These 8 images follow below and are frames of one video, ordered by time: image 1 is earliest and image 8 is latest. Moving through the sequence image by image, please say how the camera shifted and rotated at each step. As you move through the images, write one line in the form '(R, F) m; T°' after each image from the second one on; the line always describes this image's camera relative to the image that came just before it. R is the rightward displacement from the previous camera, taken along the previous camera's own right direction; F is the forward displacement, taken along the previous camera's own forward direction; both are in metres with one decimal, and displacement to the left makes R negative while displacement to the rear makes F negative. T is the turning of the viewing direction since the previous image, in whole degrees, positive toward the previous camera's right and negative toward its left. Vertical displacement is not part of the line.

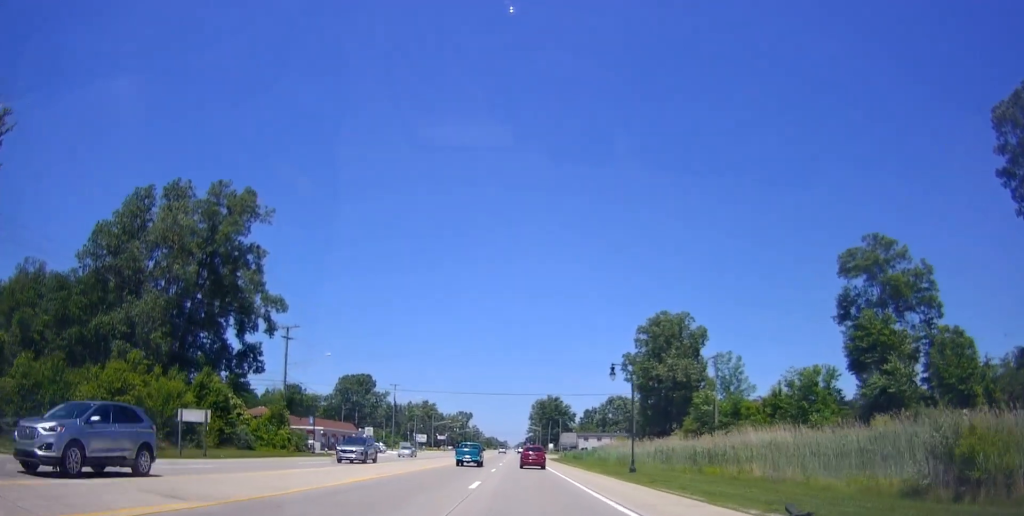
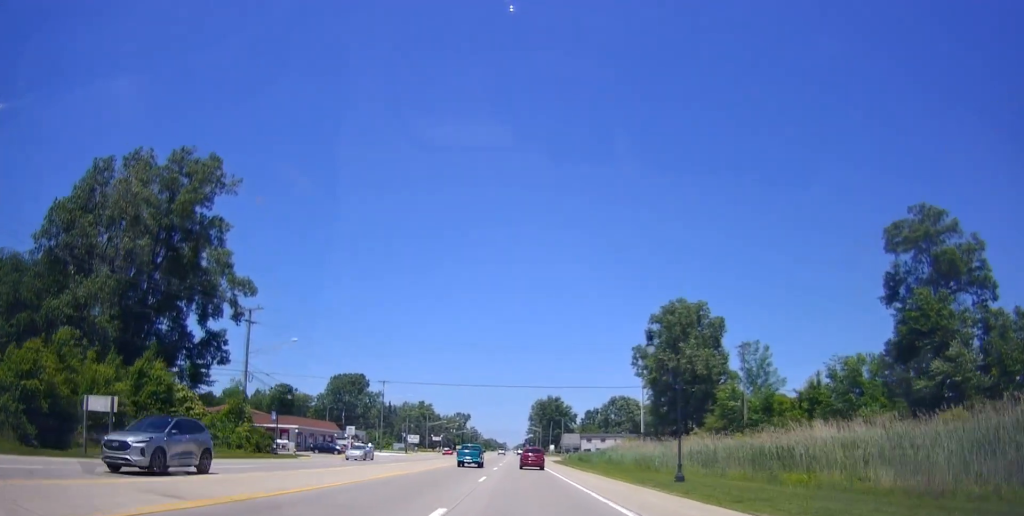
(0.0, +10.1) m; 0°
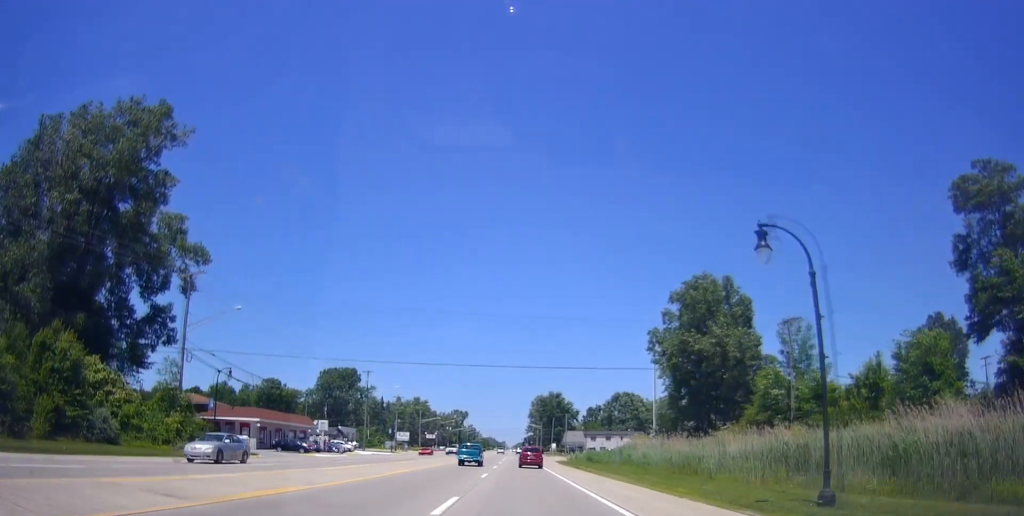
(0.0, +11.8) m; 0°
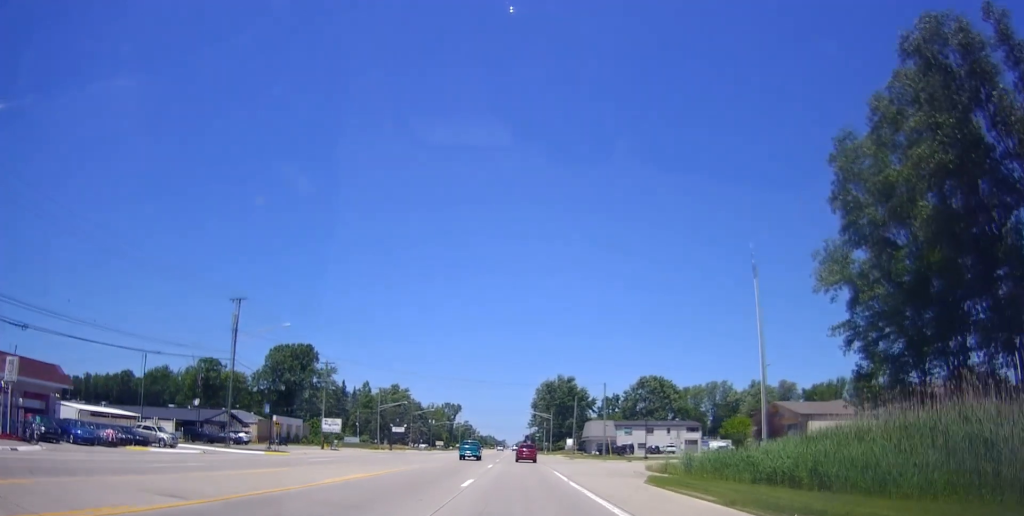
(0.0, +53.1) m; 0°
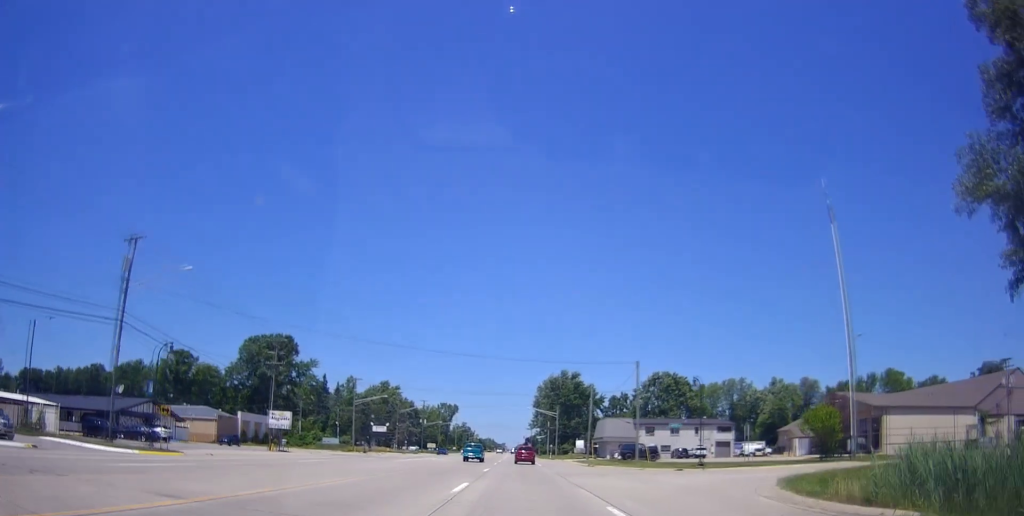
(0.0, +19.4) m; 0°
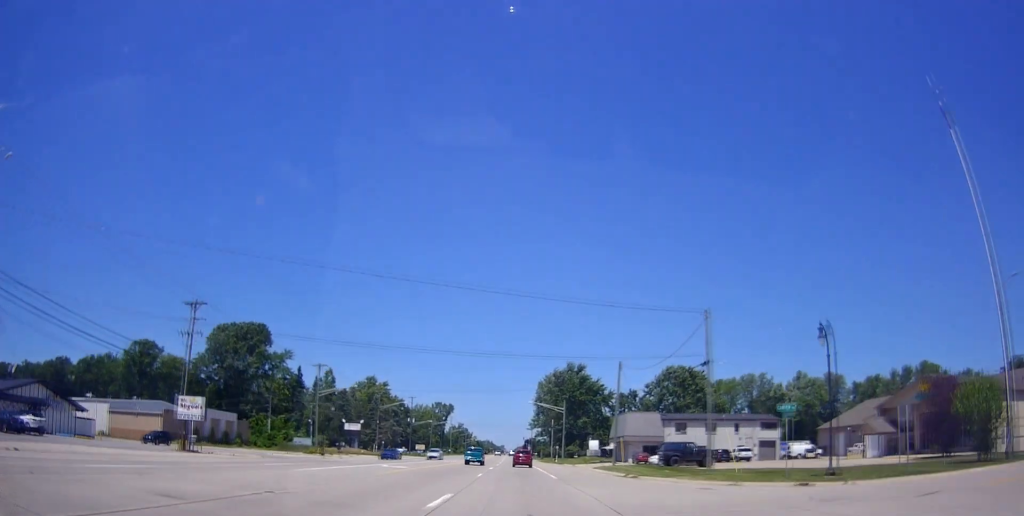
(0.0, +19.5) m; 0°
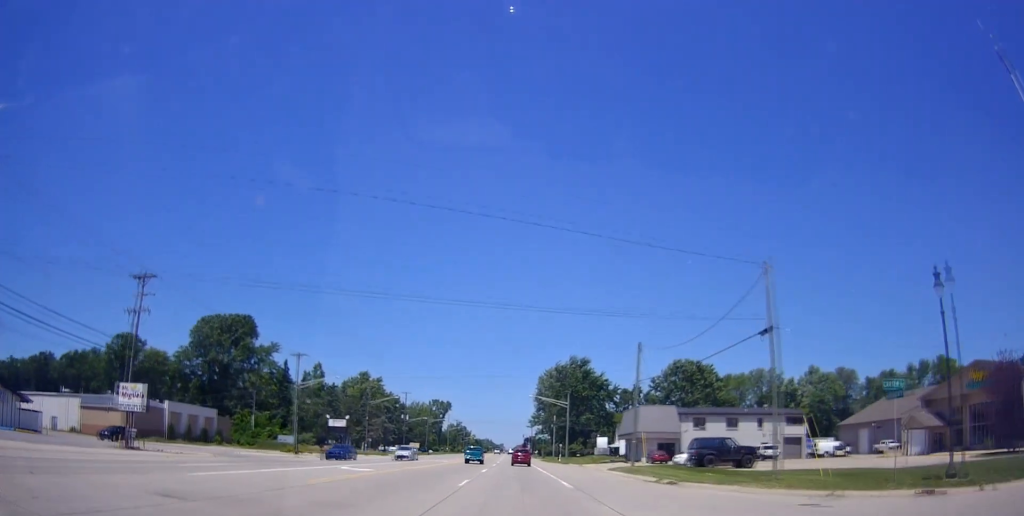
(-0.1, +8.6) m; +1°
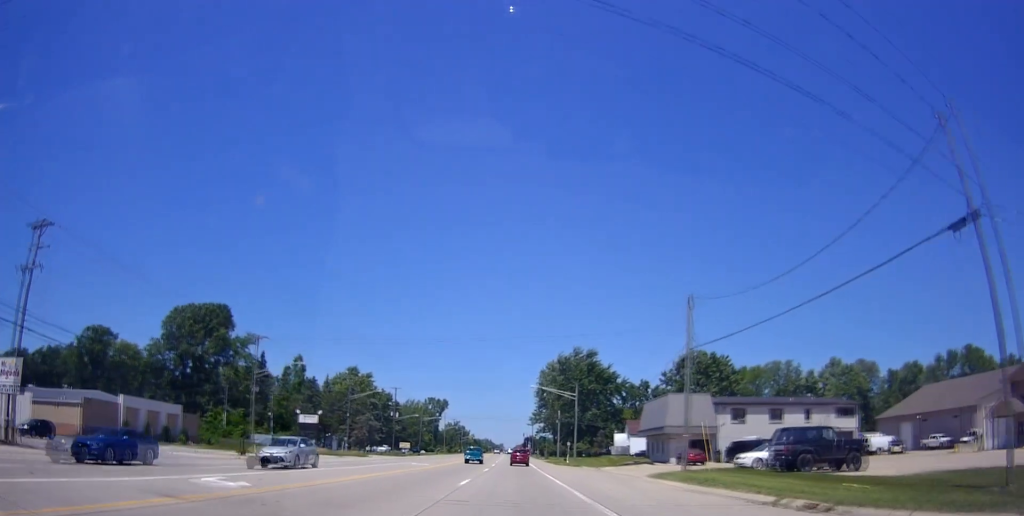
(+0.1, +13.3) m; +1°
